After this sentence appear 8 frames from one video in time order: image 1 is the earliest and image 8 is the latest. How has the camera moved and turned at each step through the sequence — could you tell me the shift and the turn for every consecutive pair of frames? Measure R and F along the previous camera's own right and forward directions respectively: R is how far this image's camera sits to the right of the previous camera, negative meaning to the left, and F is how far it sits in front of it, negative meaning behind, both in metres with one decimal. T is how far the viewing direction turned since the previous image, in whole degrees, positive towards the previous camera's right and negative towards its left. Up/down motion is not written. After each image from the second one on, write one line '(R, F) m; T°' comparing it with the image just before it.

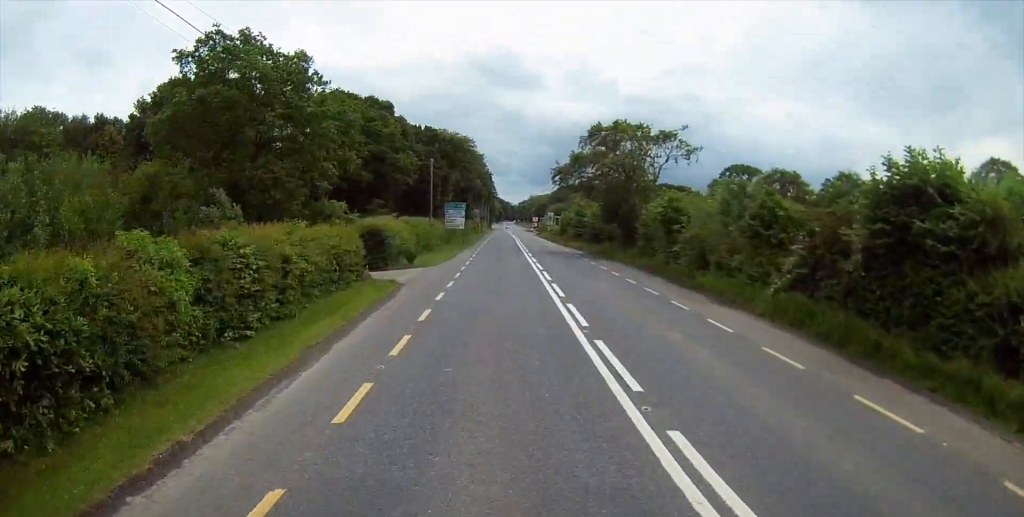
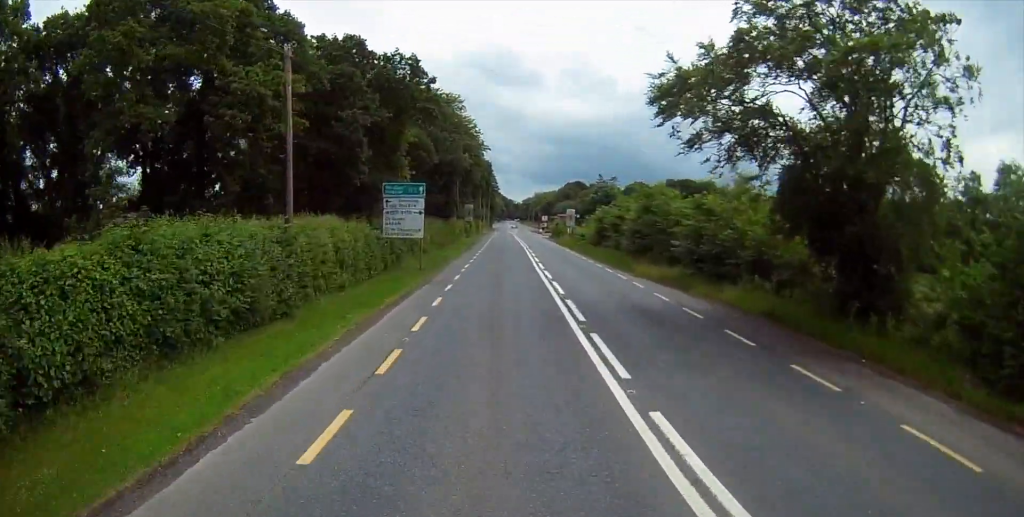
(-0.1, +34.3) m; 0°
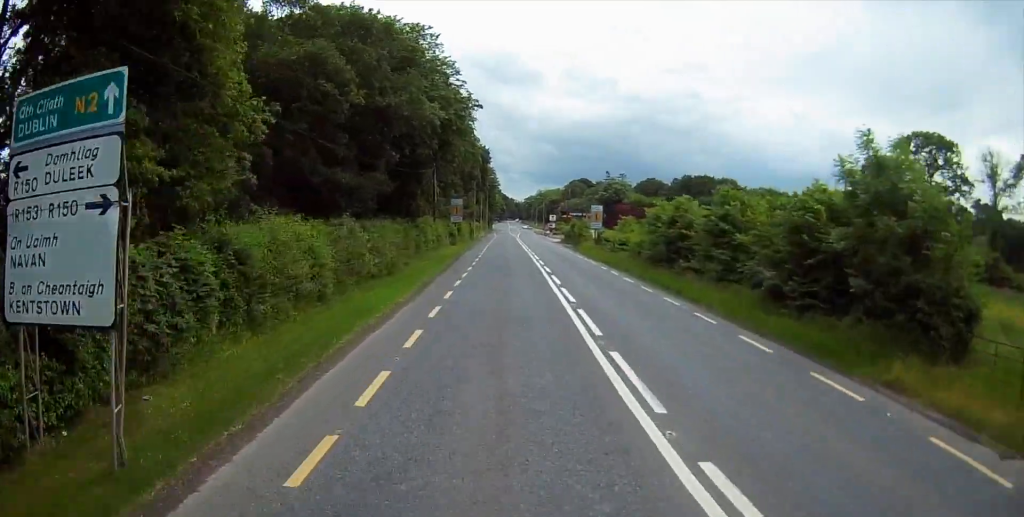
(+0.1, +25.8) m; 0°
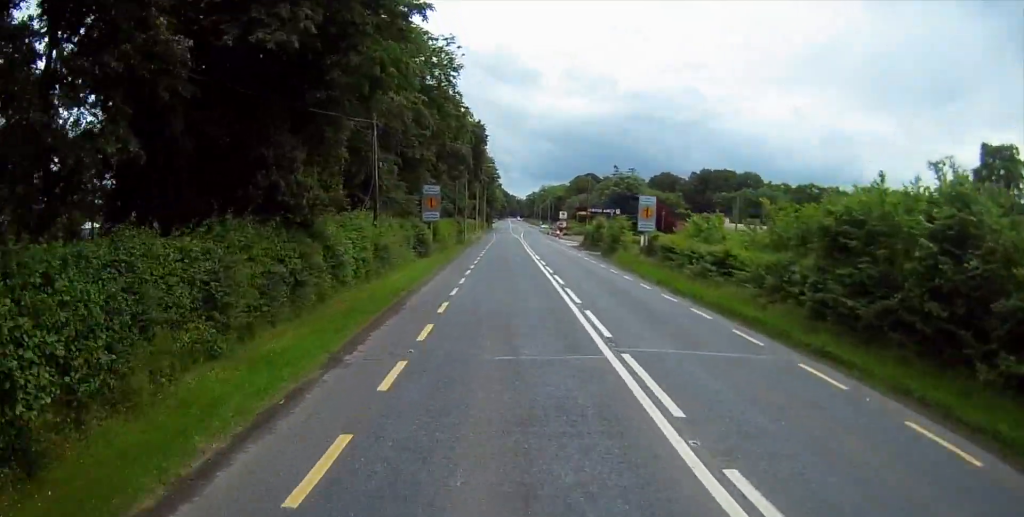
(-0.3, +24.4) m; -1°
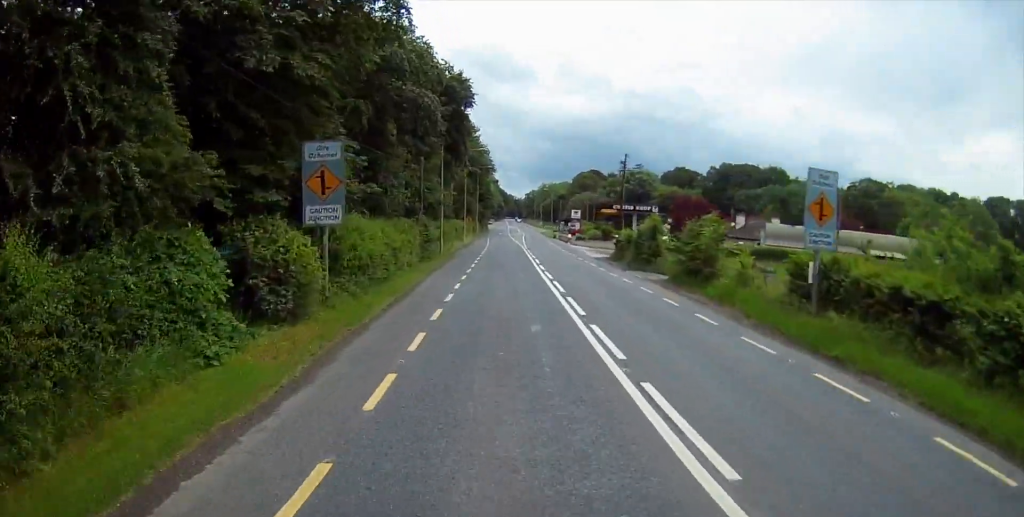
(0.0, +26.8) m; +1°
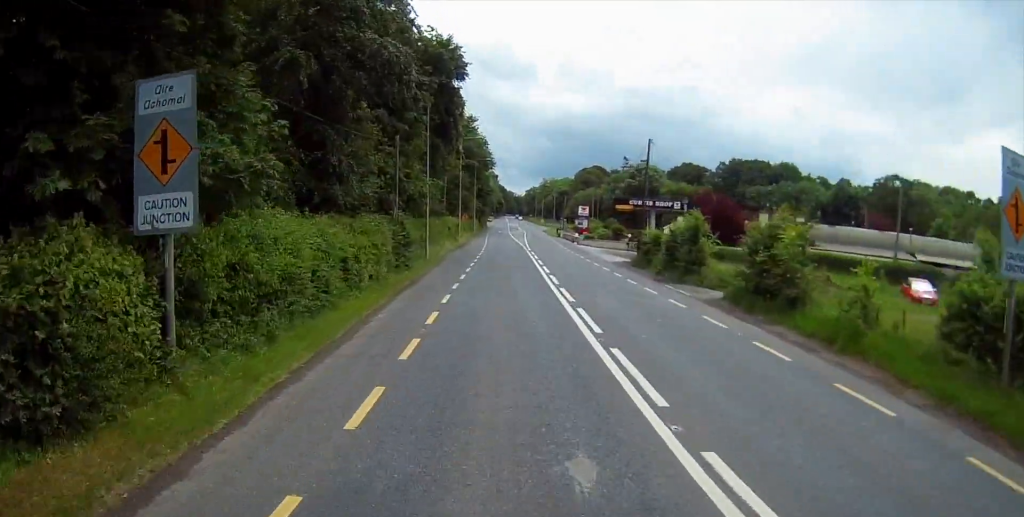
(0.0, +9.7) m; +1°
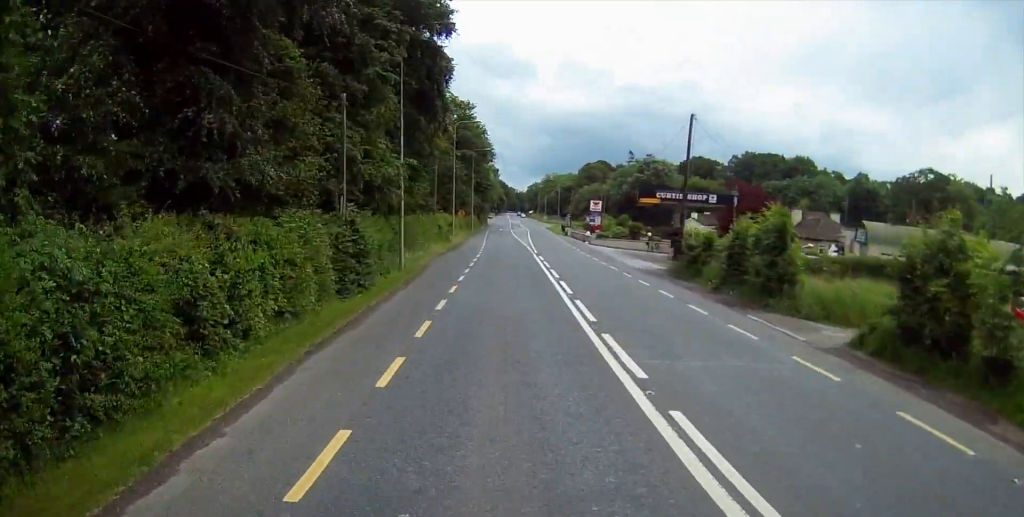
(0.0, +11.2) m; +1°
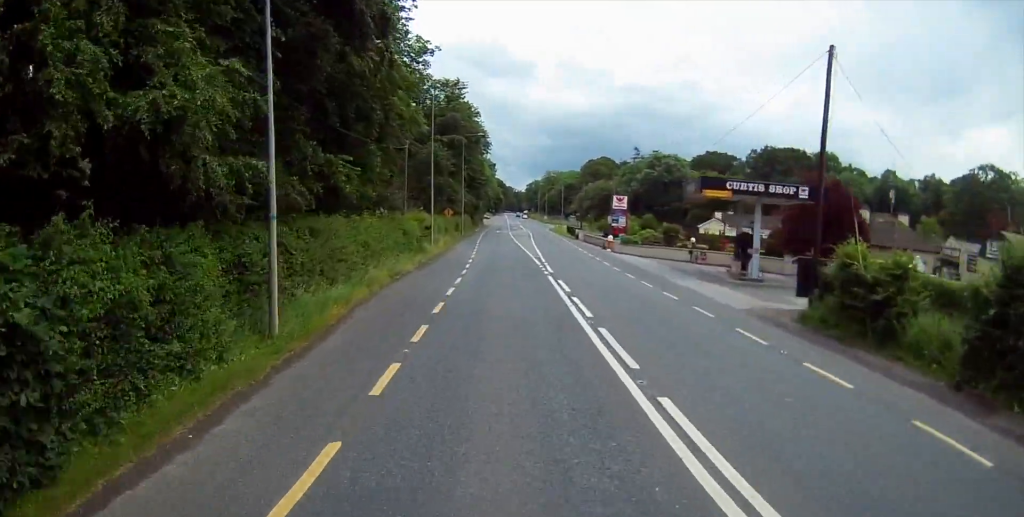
(+0.4, +18.5) m; +1°
